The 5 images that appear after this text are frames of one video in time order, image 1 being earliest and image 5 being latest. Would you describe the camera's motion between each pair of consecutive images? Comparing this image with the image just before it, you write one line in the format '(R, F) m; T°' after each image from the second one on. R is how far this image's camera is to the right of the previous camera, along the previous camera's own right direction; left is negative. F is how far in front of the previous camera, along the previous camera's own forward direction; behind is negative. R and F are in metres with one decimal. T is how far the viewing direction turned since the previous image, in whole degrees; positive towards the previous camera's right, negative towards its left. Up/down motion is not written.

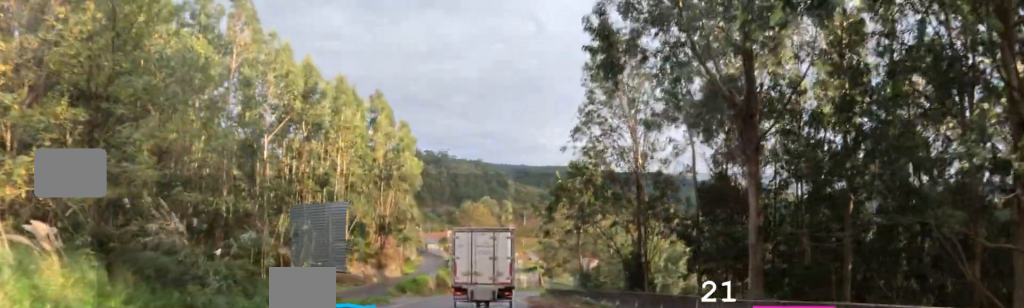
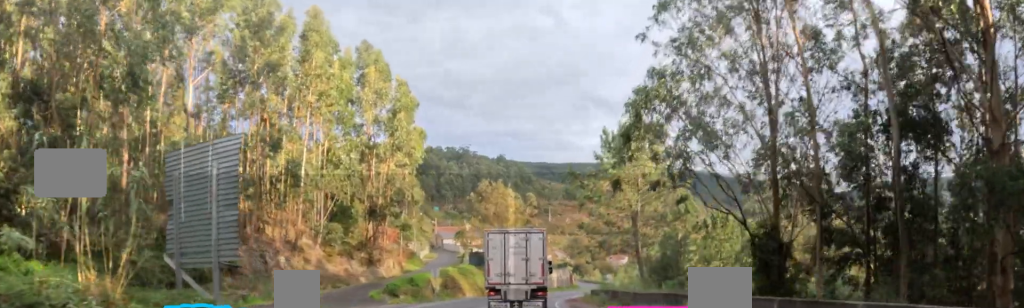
(0.0, +6.4) m; 0°
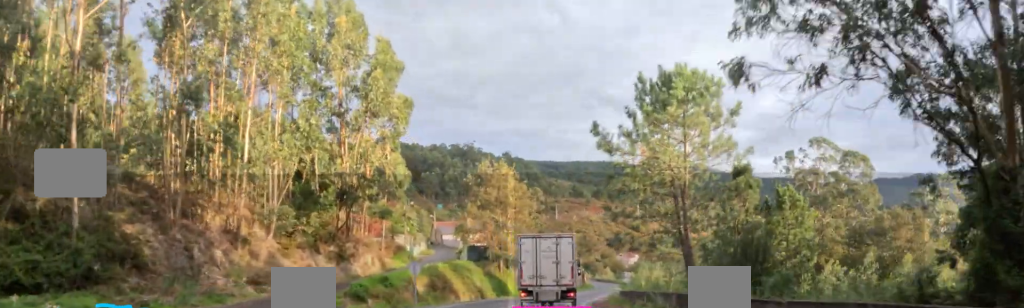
(0.0, +4.4) m; 0°
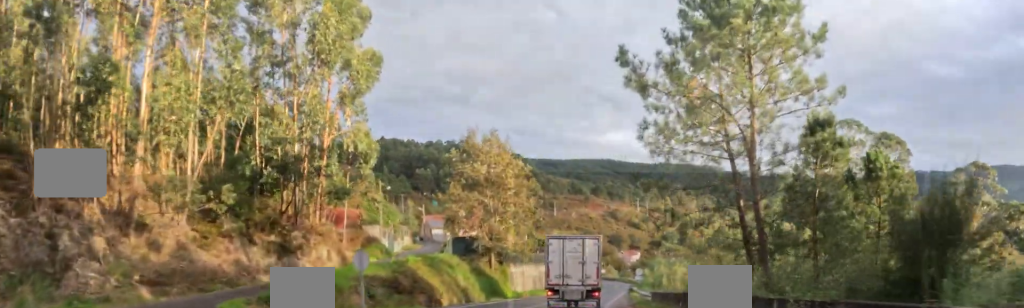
(0.0, +4.0) m; 0°
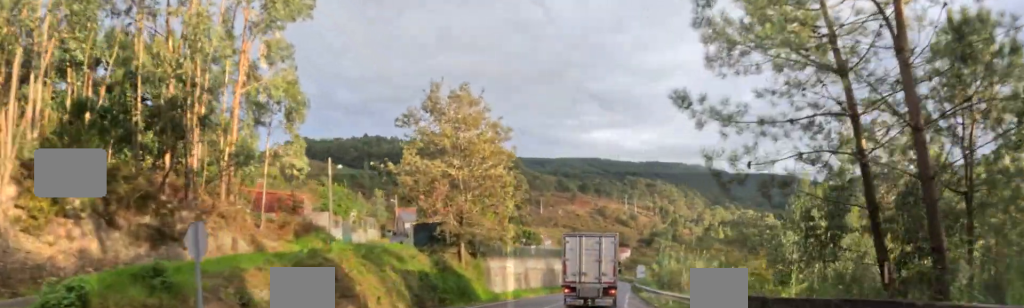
(0.0, +4.7) m; 0°
